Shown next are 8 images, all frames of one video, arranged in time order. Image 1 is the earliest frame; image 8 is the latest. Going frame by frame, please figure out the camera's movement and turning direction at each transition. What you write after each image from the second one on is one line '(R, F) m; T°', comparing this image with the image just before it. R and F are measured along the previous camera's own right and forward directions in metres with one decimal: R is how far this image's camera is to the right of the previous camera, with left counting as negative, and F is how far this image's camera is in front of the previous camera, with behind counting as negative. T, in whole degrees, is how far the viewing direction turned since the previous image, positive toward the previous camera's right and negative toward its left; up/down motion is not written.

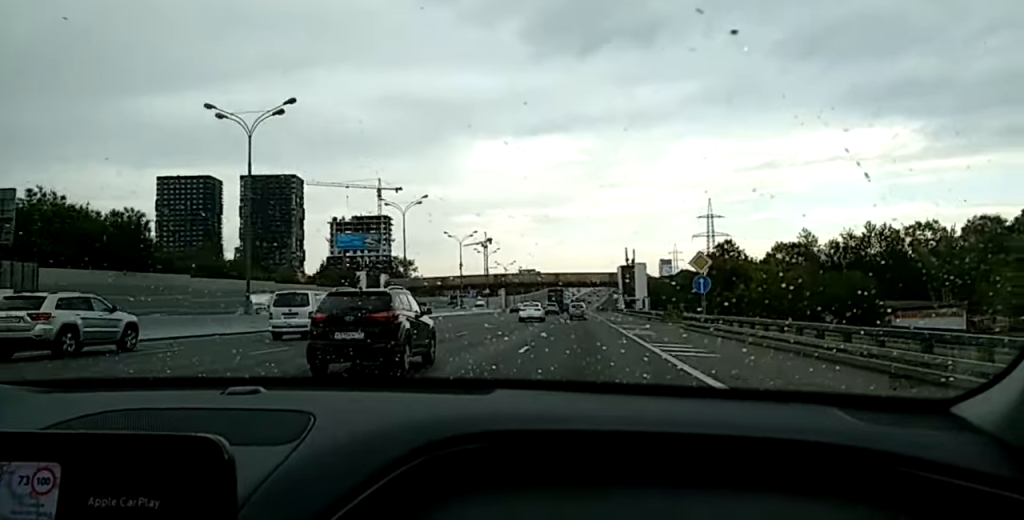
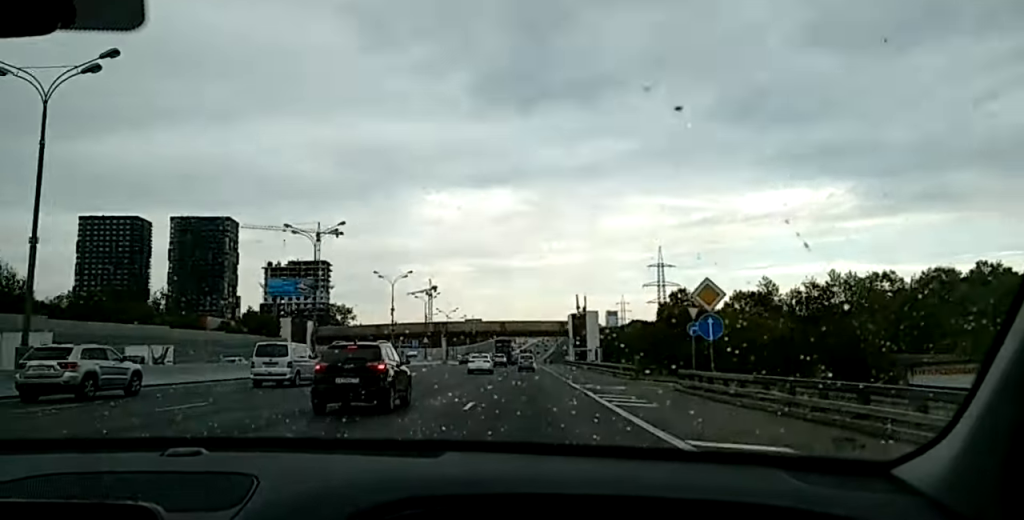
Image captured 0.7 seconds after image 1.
(+0.5, +13.8) m; +1°
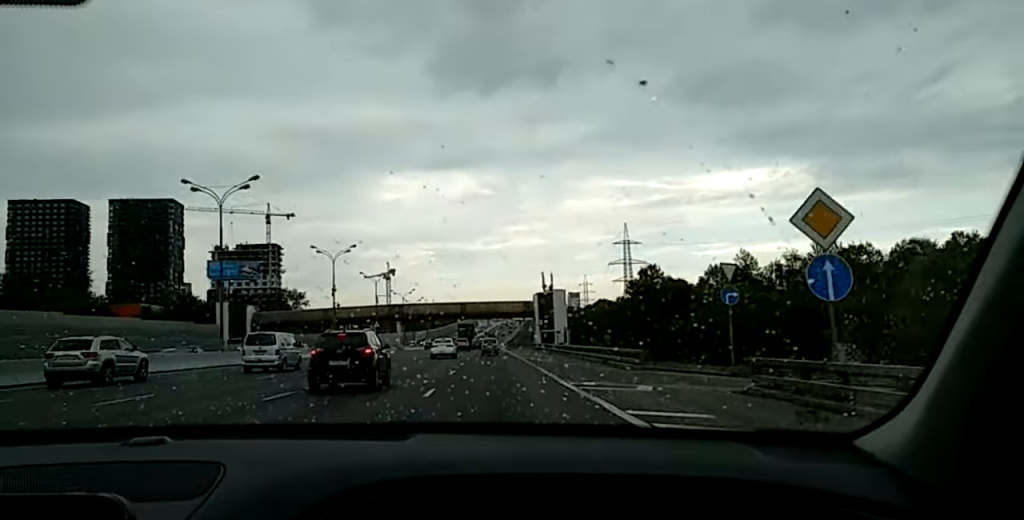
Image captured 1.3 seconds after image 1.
(+0.1, +12.9) m; 0°
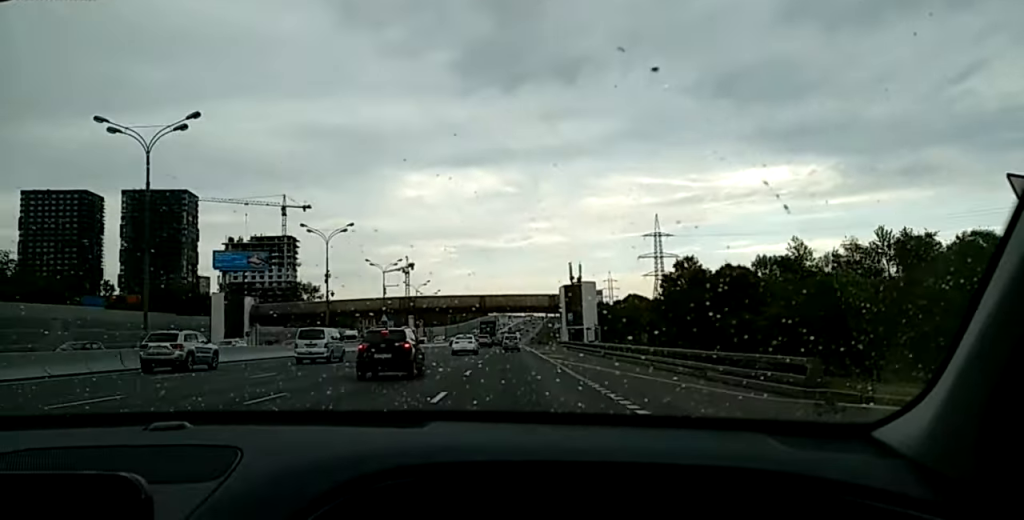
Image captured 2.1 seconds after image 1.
(-0.2, +15.2) m; -1°
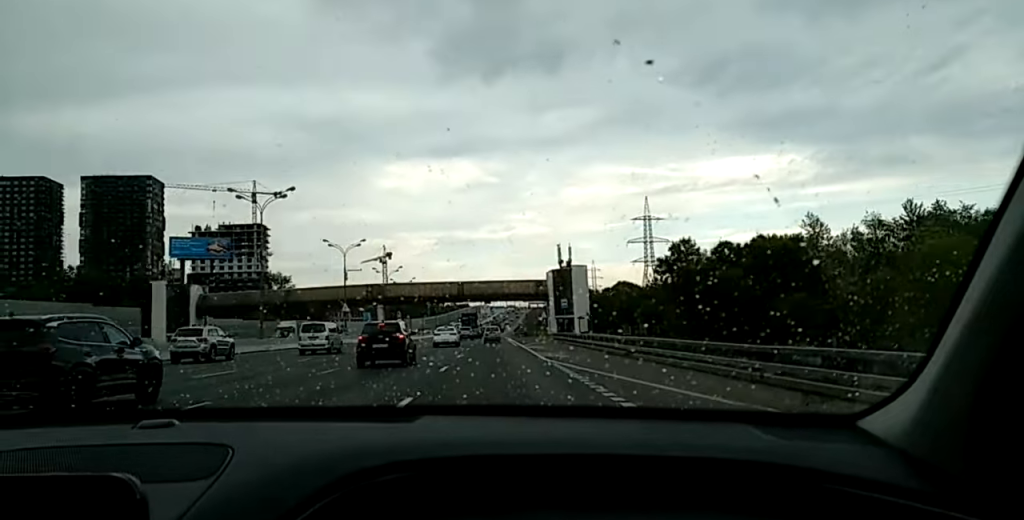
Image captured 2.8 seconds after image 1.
(0.0, +15.1) m; 0°
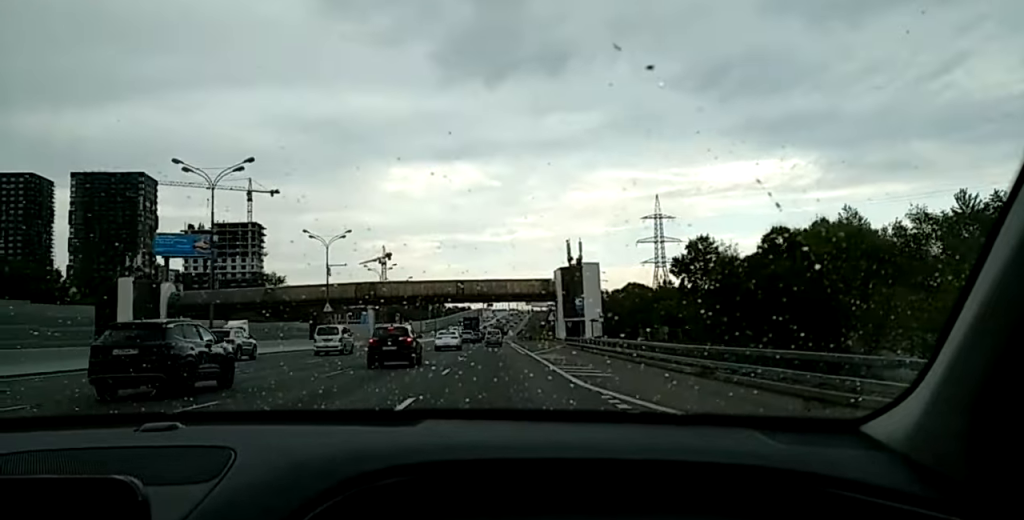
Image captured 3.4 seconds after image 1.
(+0.1, +11.9) m; 0°
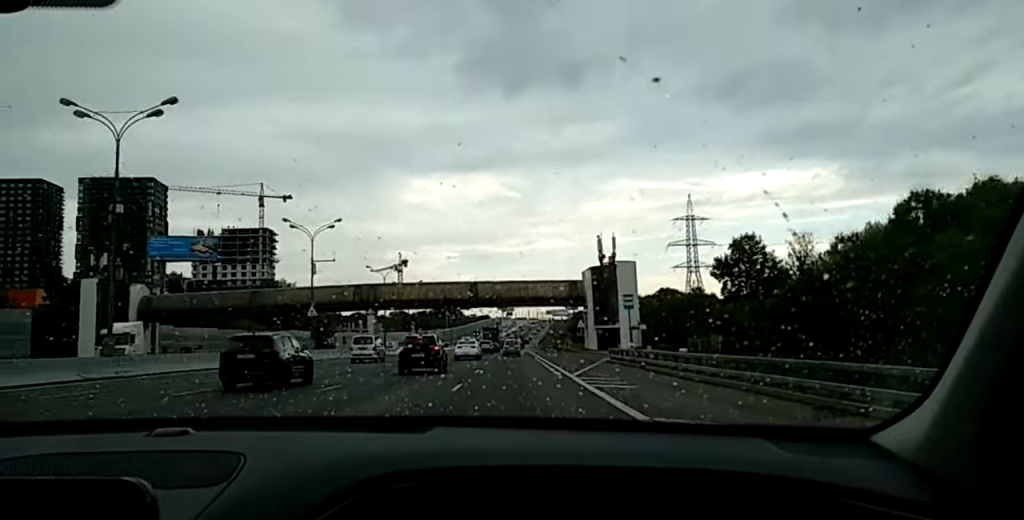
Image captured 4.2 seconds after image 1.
(+0.1, +15.0) m; 0°
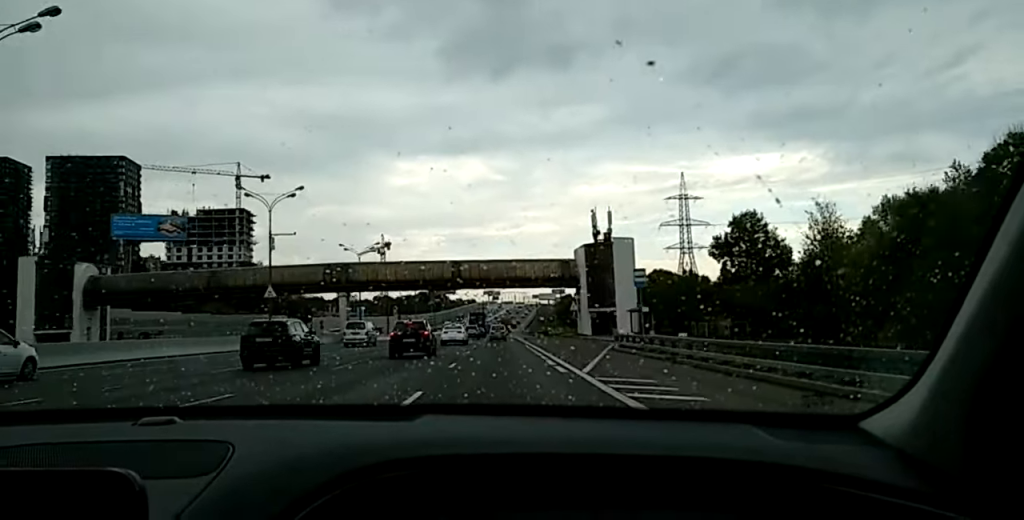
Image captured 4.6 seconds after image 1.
(0.0, +7.9) m; 0°
